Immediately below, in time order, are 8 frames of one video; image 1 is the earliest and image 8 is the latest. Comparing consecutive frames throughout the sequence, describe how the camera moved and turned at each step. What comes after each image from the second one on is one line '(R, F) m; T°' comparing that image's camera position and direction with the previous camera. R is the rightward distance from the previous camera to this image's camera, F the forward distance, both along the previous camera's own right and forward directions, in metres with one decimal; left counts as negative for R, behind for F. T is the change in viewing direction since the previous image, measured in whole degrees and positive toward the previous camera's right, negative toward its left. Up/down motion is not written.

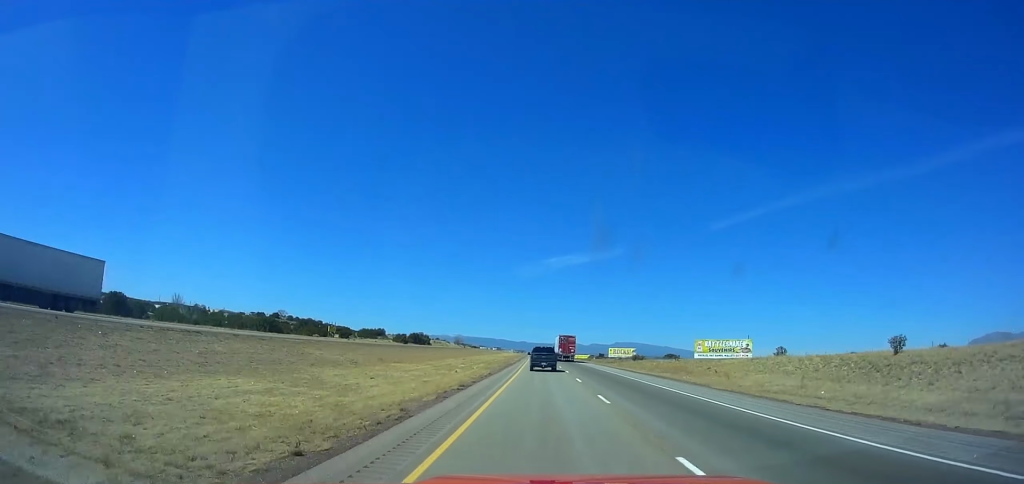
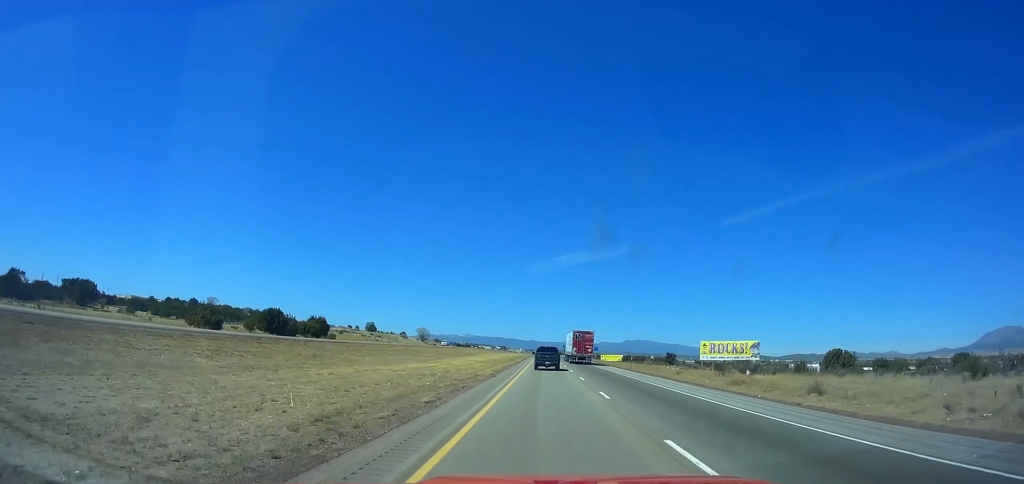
(-0.3, +132.5) m; 0°
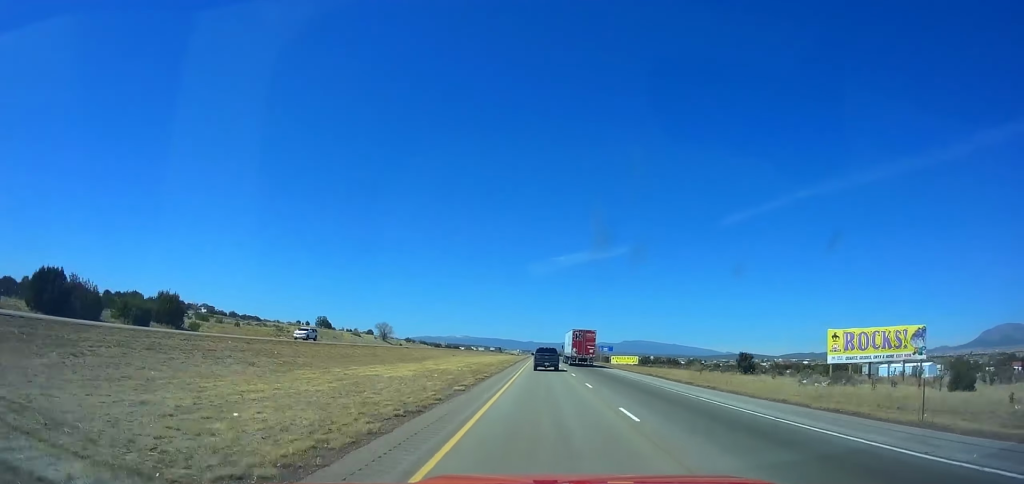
(-0.1, +54.7) m; 0°
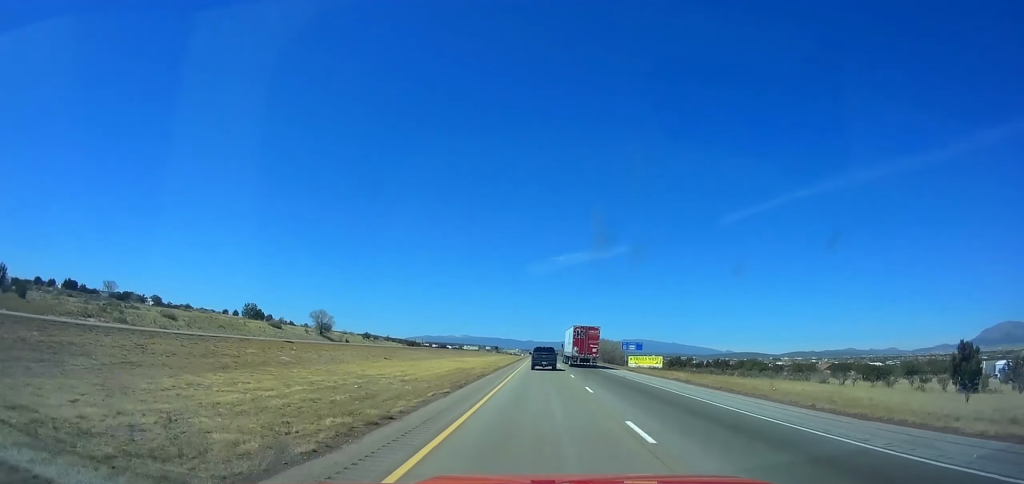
(-0.6, +51.3) m; 0°
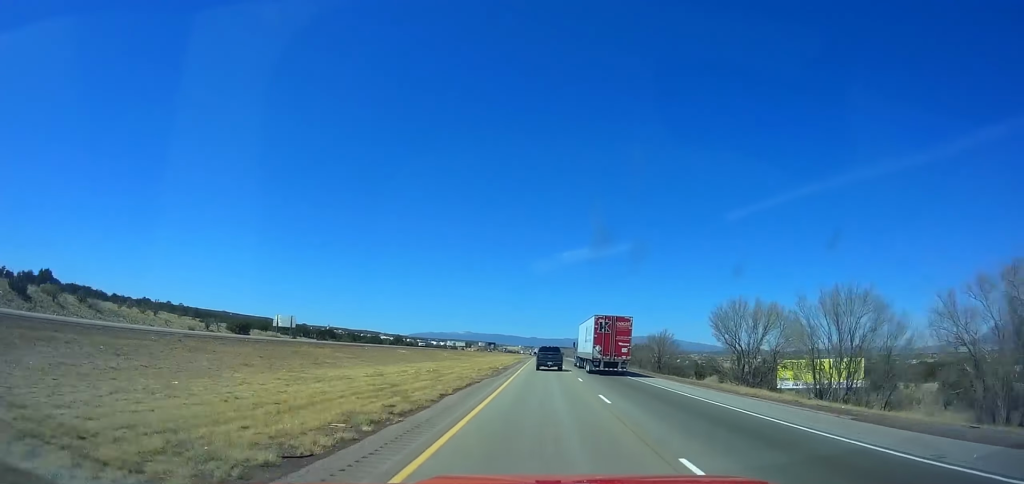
(+0.5, +124.4) m; 0°
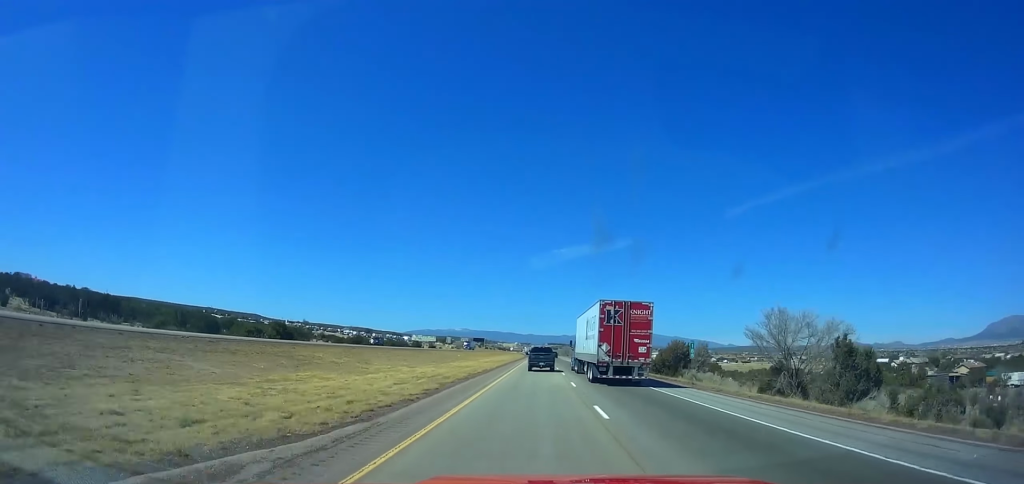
(-0.9, +113.7) m; -1°
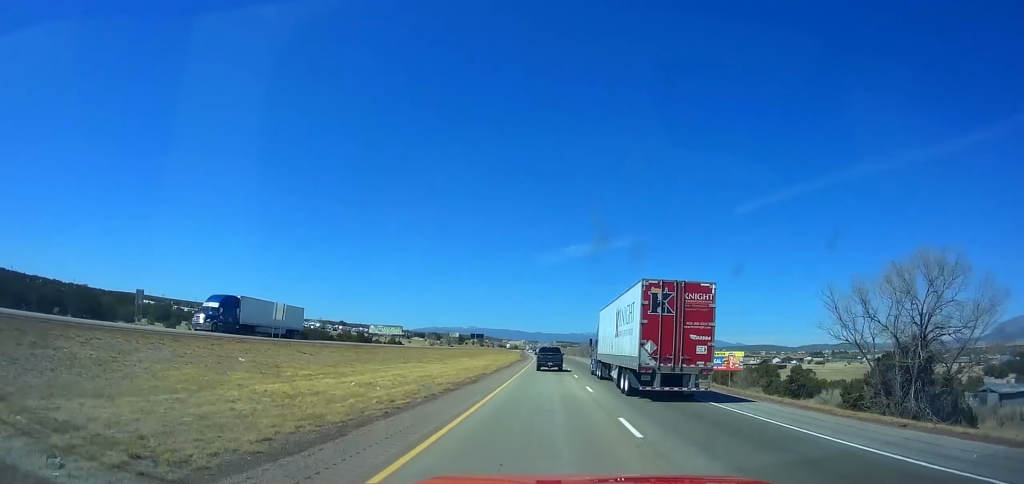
(-0.2, +100.5) m; 0°
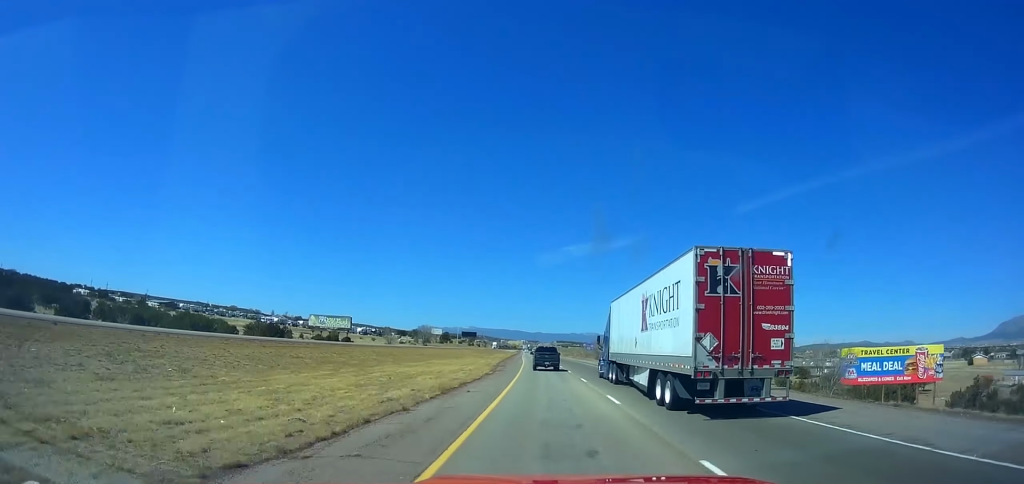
(+0.4, +65.9) m; 0°
